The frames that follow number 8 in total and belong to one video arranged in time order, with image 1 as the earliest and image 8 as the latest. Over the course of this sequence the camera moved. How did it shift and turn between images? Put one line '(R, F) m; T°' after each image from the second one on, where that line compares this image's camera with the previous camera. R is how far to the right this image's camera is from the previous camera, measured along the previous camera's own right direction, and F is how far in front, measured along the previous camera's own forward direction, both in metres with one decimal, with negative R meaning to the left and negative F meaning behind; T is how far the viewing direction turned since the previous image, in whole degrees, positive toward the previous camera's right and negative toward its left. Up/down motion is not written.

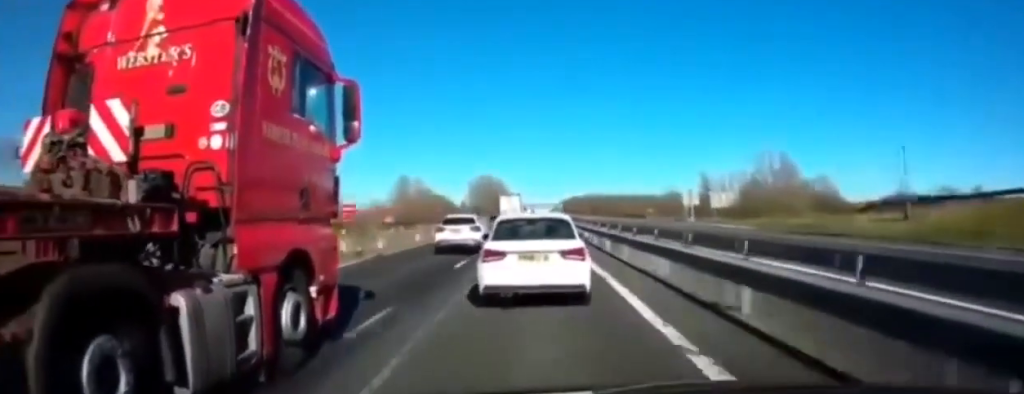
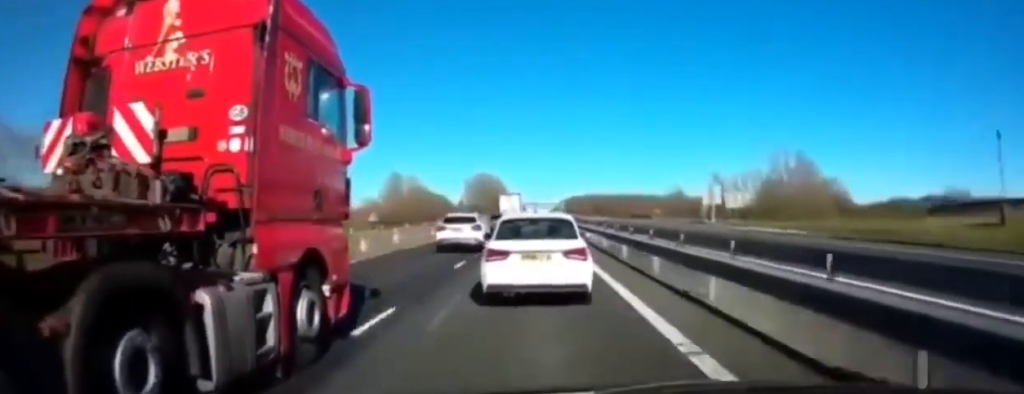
(+0.1, +8.8) m; 0°
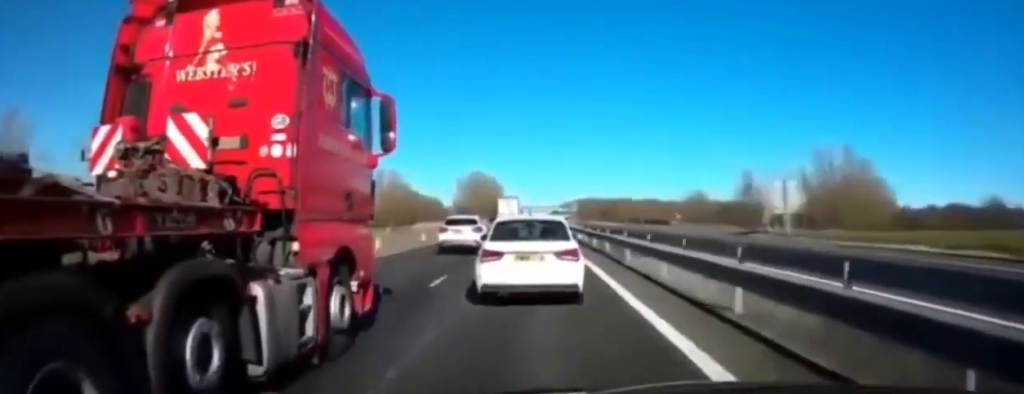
(0.0, +20.3) m; -1°
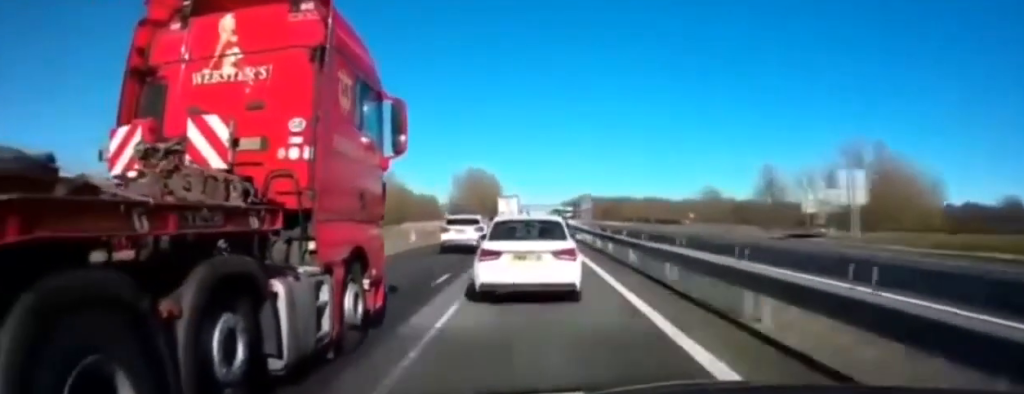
(-0.1, +10.9) m; 0°
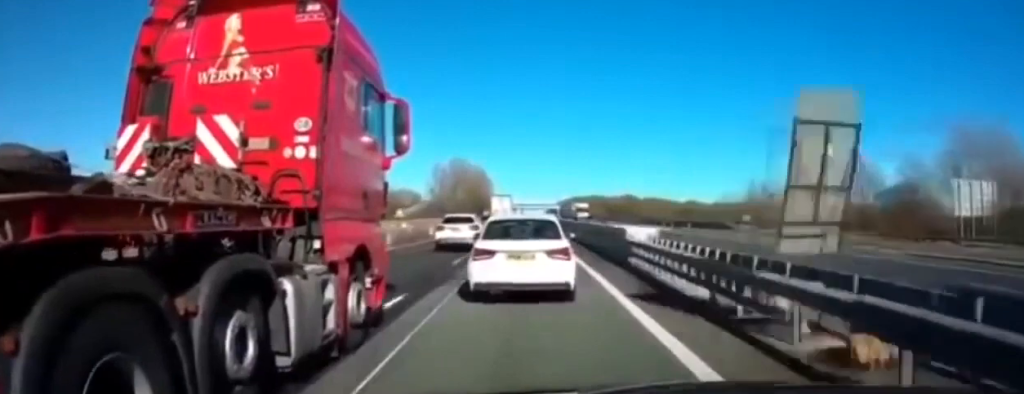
(+0.2, +29.8) m; 0°
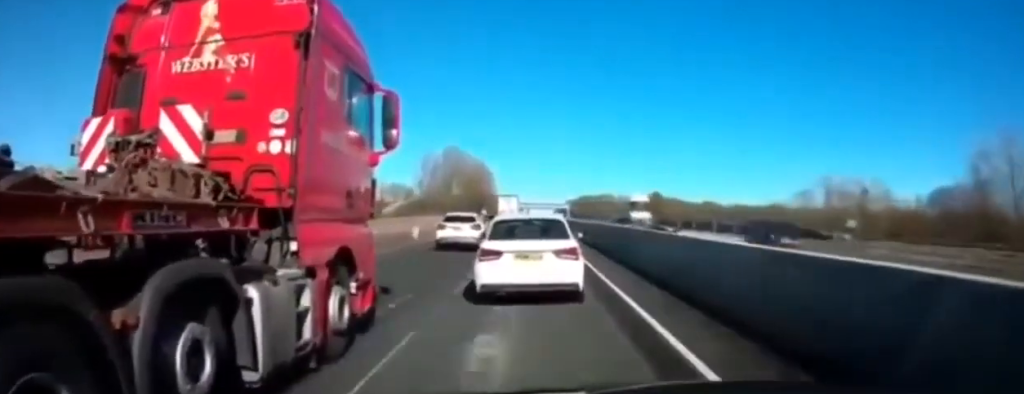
(-0.4, +26.8) m; -1°
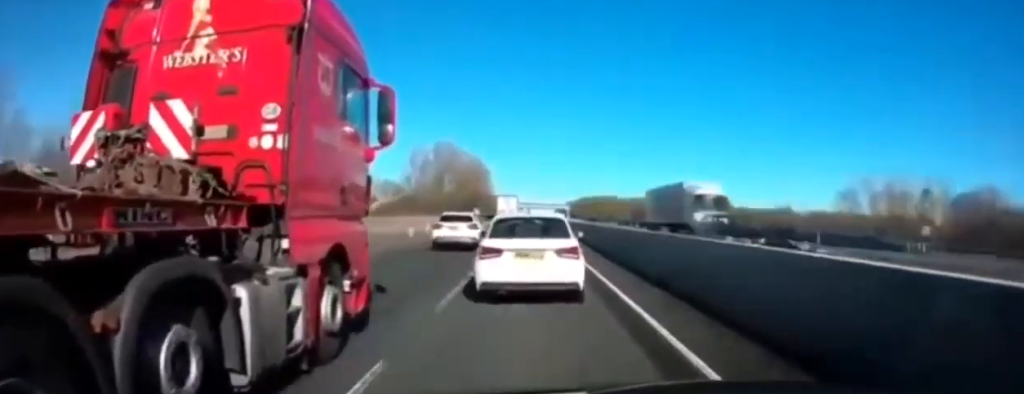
(0.0, +12.4) m; 0°
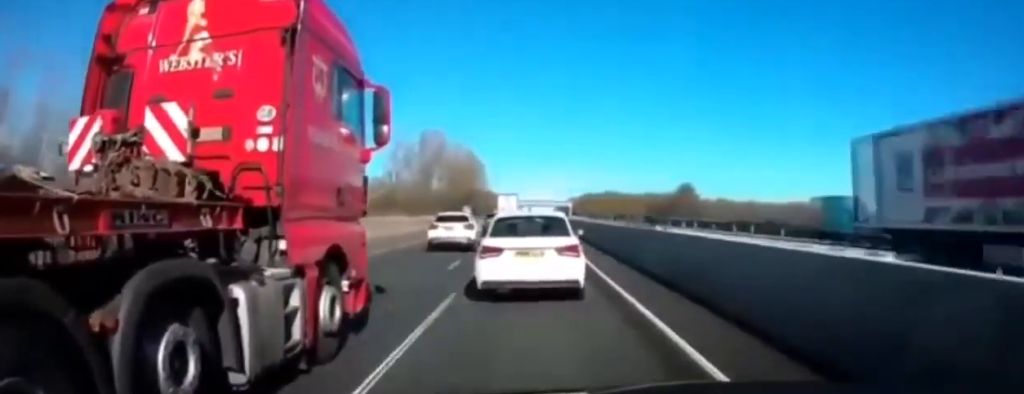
(+0.2, +17.0) m; 0°
